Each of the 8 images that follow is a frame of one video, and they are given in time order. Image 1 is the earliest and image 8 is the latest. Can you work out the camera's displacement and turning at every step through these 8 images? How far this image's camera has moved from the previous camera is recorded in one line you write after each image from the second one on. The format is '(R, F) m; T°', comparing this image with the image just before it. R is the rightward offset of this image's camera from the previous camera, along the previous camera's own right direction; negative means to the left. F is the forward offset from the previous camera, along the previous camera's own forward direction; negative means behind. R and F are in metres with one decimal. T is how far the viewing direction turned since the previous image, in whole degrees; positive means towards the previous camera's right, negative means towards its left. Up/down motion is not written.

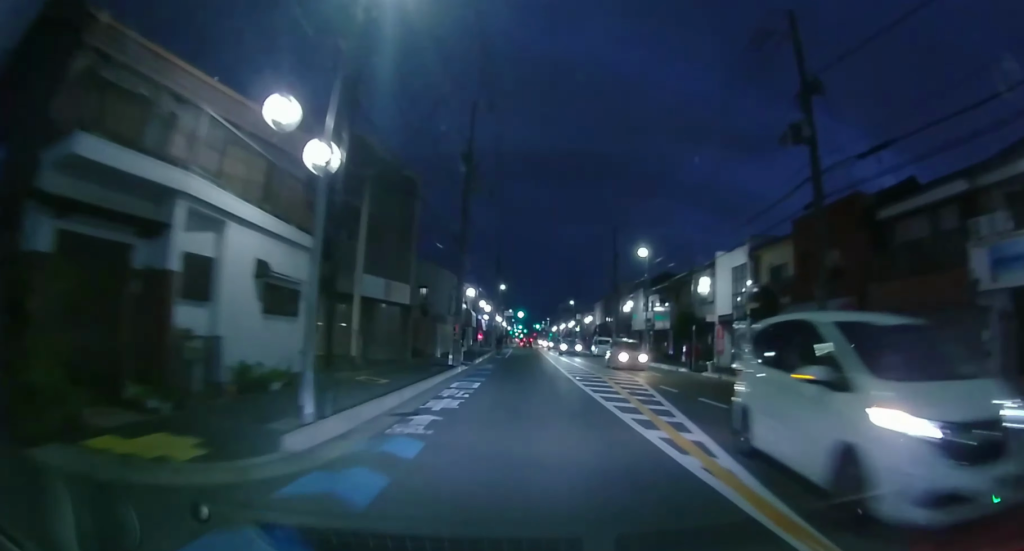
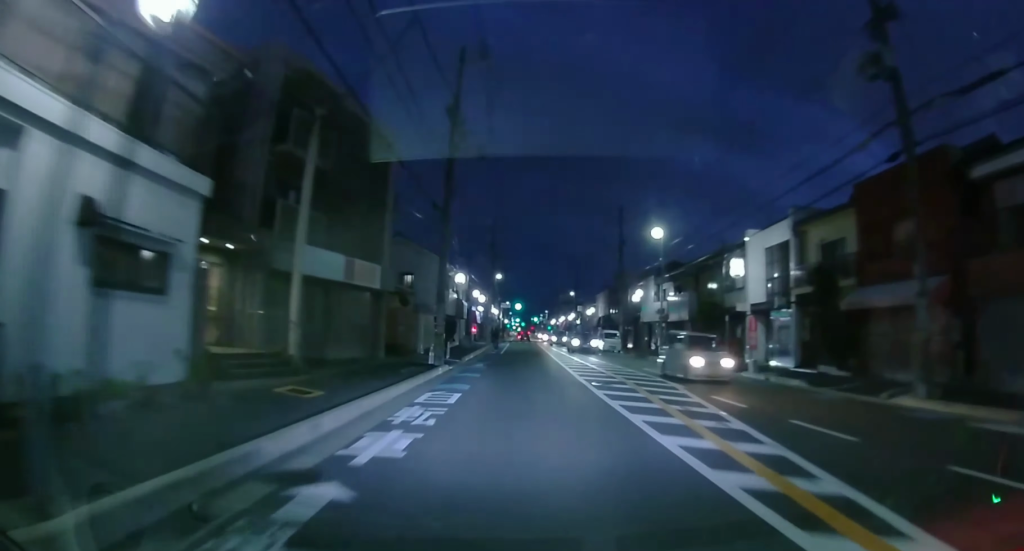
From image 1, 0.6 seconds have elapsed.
(0.0, +5.3) m; +1°
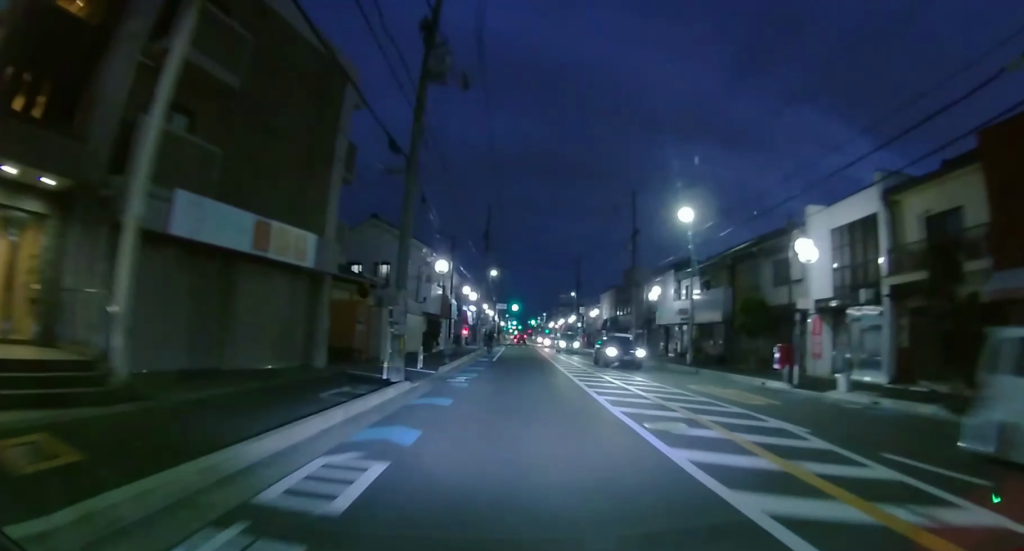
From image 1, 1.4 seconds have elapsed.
(+0.1, +6.7) m; +1°
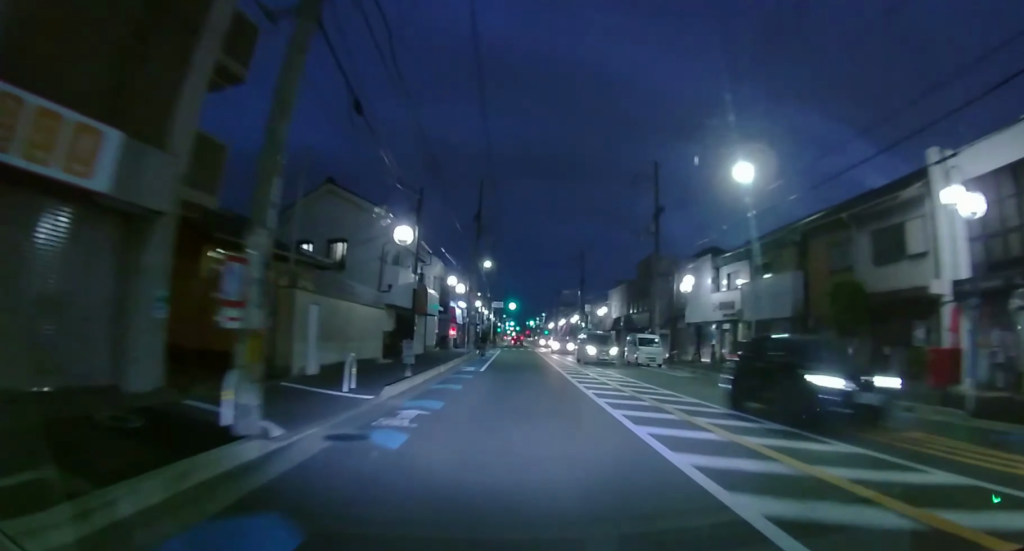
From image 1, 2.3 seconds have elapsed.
(+0.1, +7.8) m; 0°
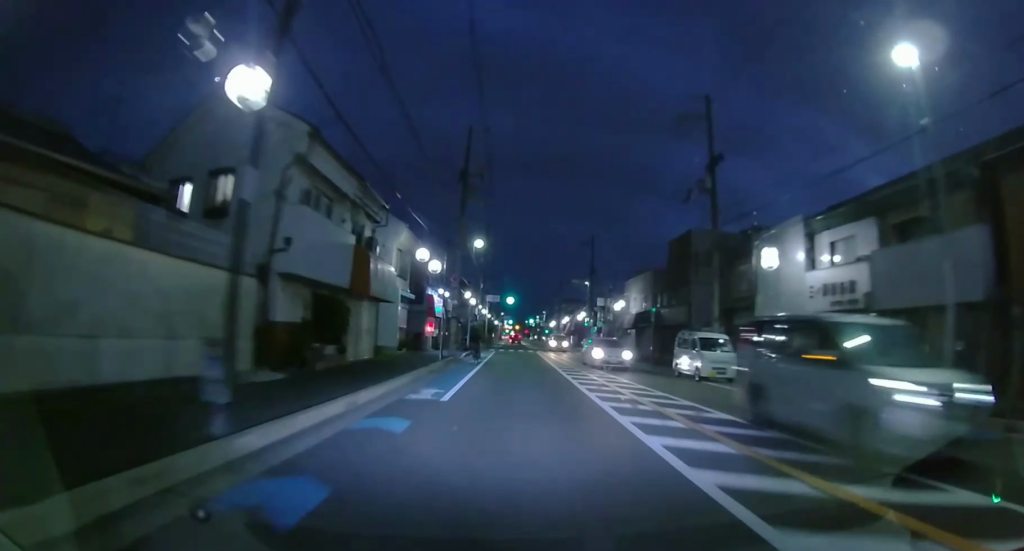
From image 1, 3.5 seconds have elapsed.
(0.0, +10.8) m; 0°
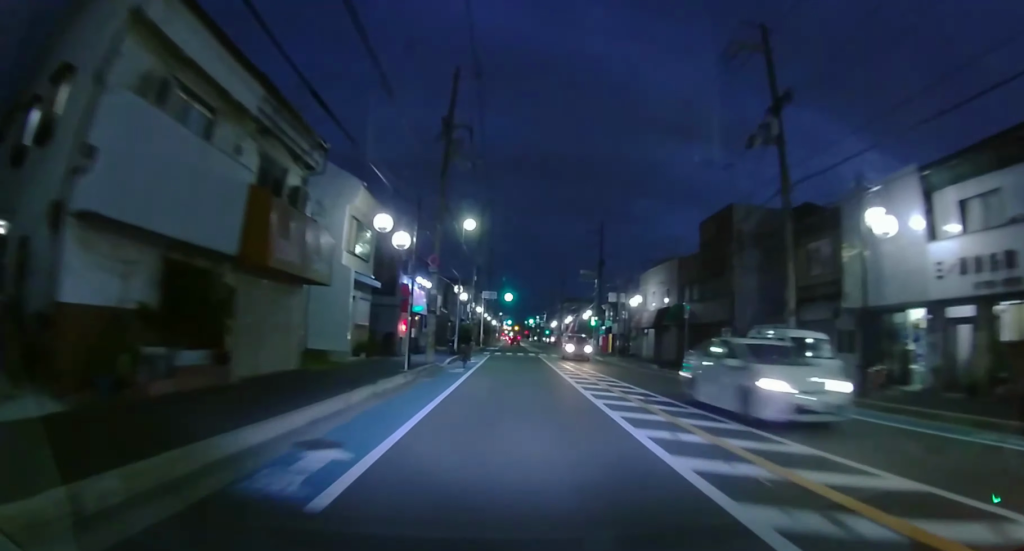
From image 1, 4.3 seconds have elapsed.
(0.0, +7.2) m; 0°
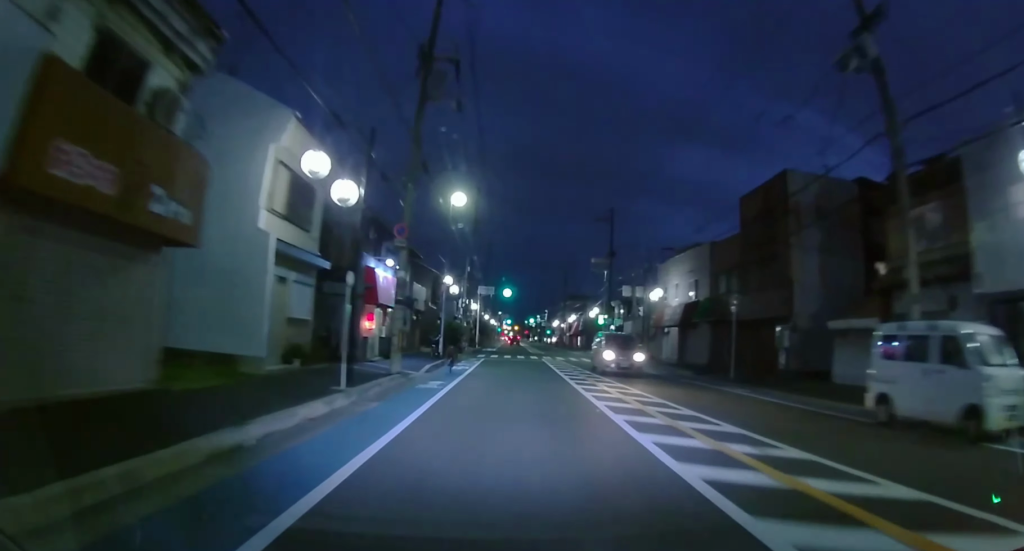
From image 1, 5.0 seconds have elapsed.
(0.0, +6.3) m; 0°
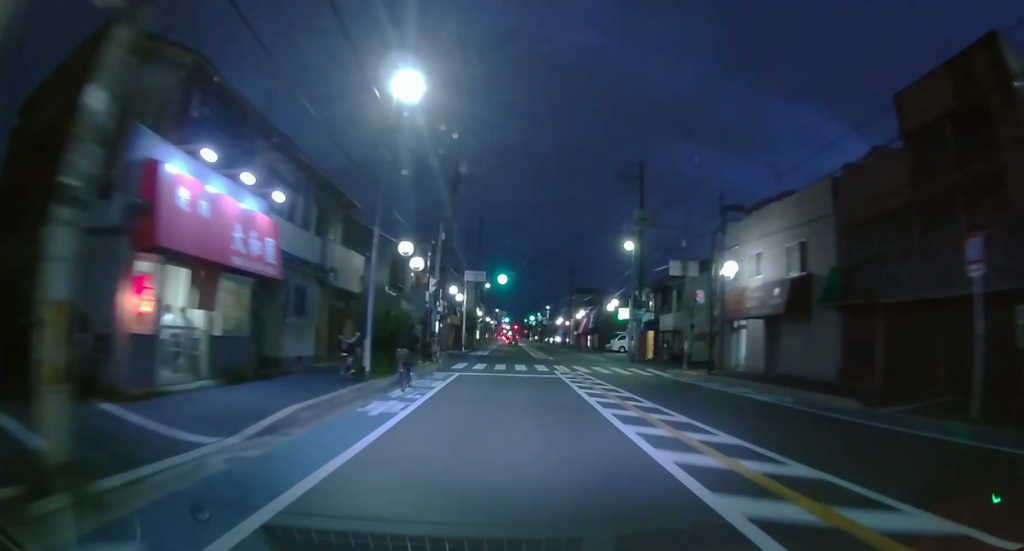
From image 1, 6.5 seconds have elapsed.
(0.0, +13.2) m; 0°
